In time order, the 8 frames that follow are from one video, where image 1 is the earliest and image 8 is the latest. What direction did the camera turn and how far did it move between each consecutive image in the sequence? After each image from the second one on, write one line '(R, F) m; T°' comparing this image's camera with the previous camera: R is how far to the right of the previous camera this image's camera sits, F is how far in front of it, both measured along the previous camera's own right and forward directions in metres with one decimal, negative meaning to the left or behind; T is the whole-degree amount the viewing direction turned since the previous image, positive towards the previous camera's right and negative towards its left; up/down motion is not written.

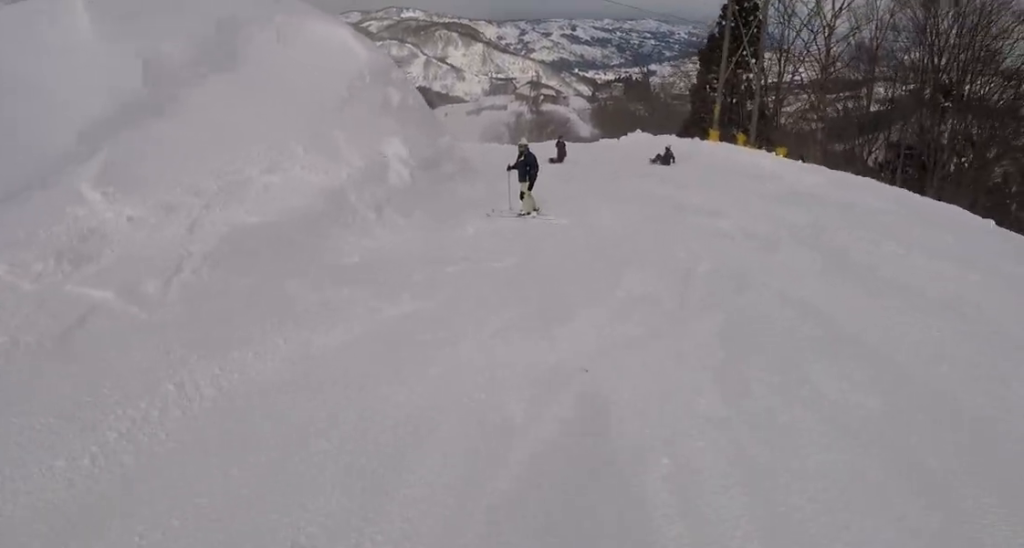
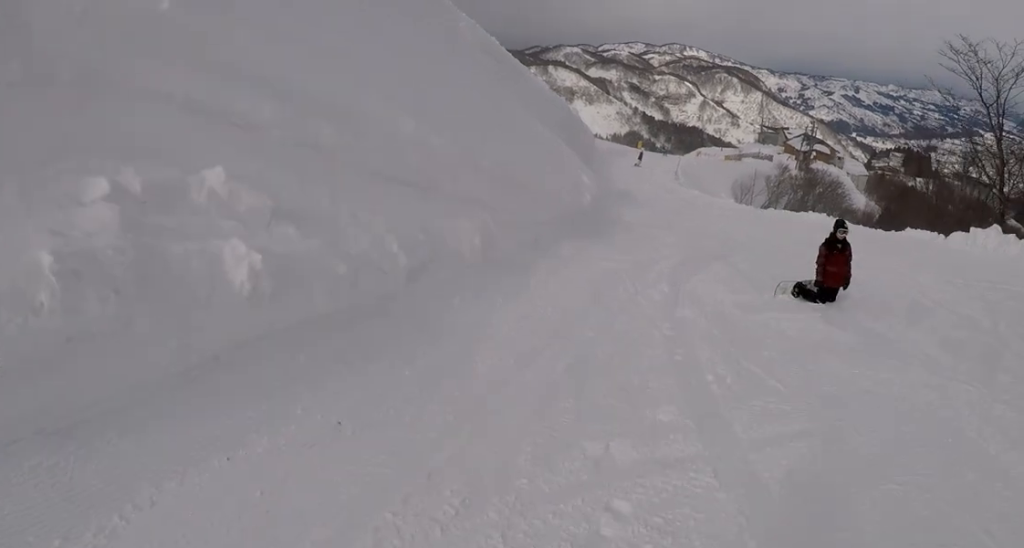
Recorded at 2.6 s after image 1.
(-2.1, +18.6) m; -20°
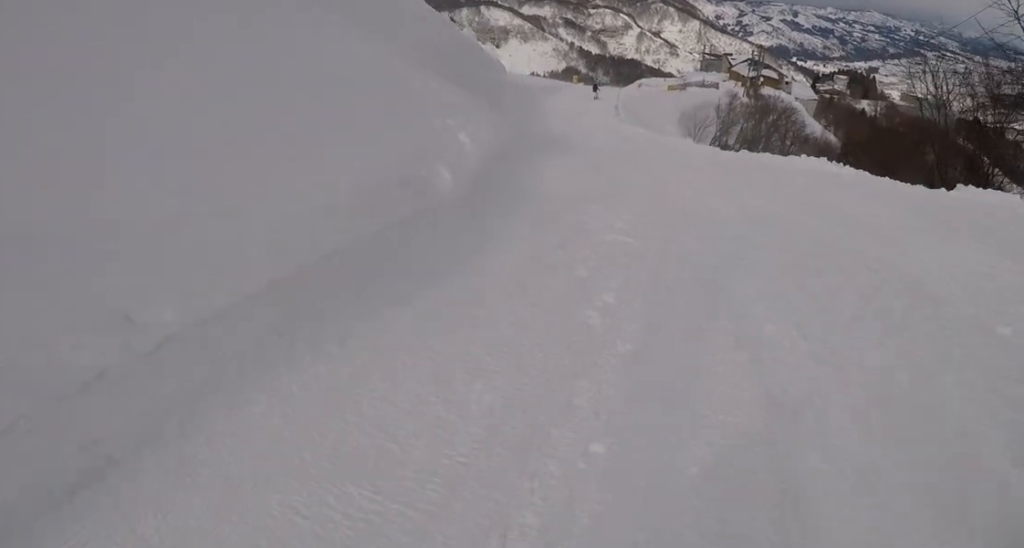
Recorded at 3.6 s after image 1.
(-1.1, +7.5) m; 0°
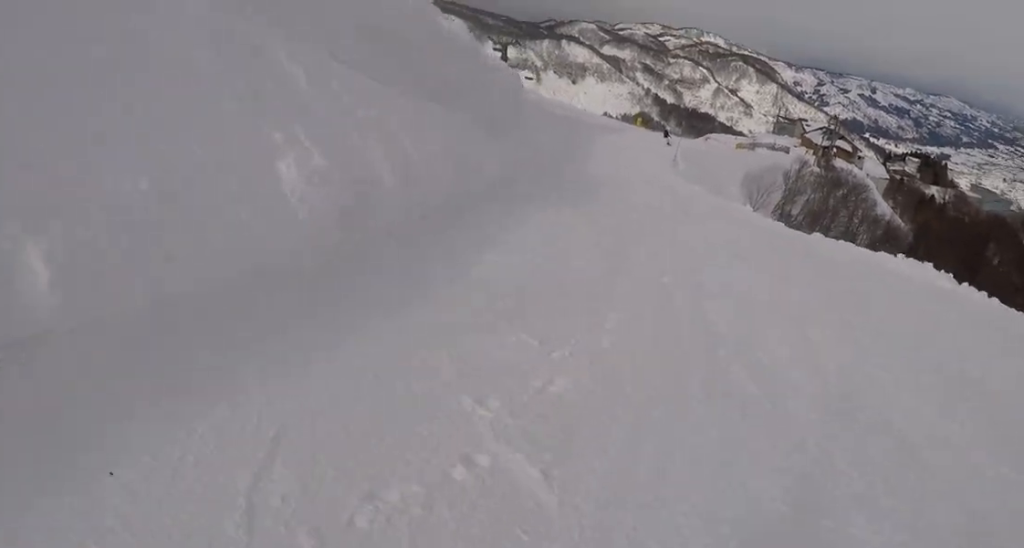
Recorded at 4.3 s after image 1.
(+0.9, +5.6) m; -1°
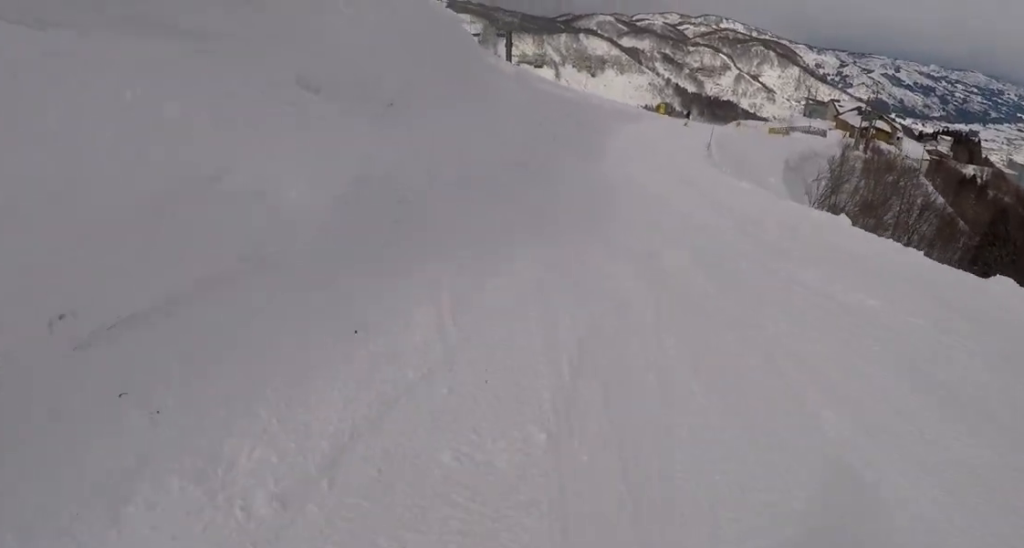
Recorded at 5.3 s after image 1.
(-0.7, +7.9) m; -6°
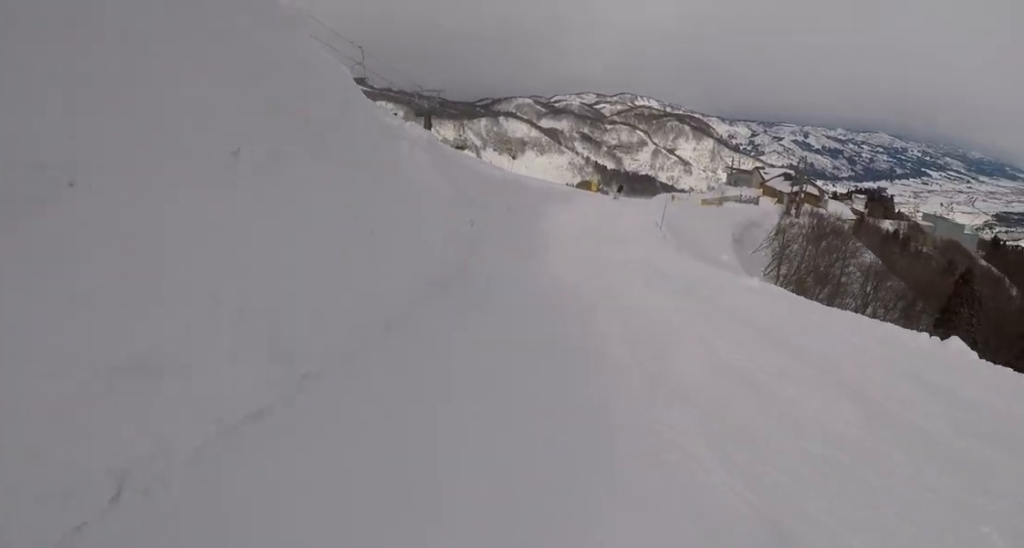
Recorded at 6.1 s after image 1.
(-0.1, +6.4) m; -2°
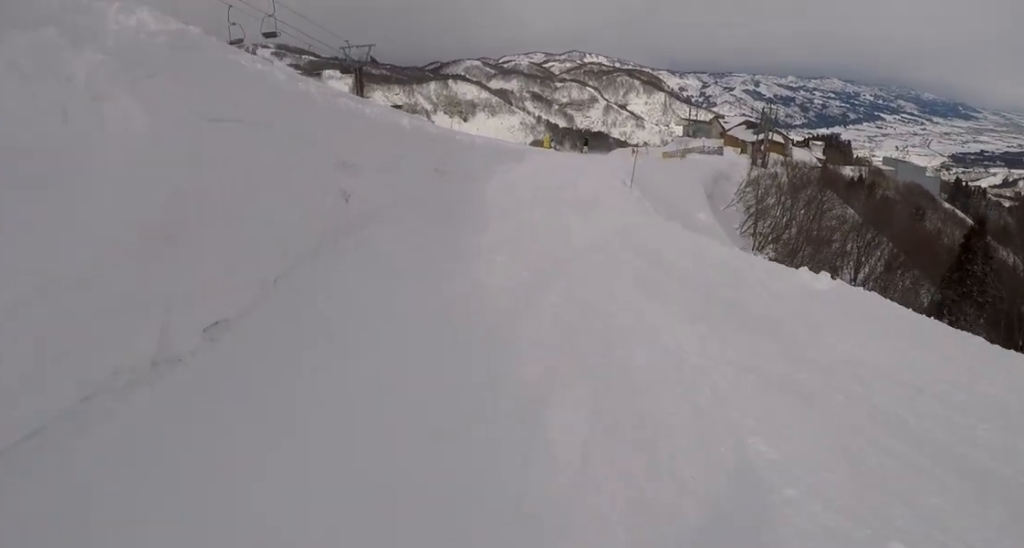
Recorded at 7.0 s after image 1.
(0.0, +6.6) m; 0°
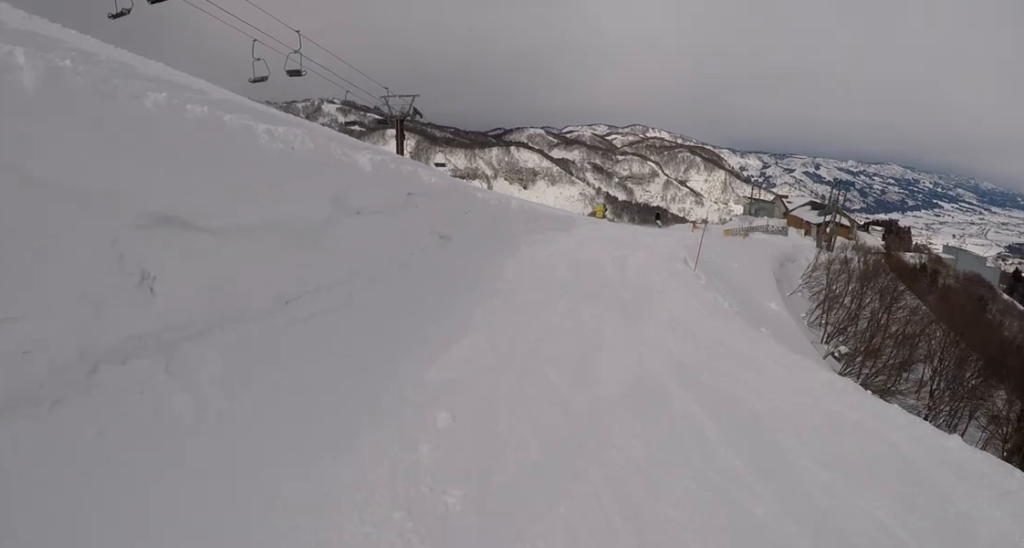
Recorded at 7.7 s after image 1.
(-0.2, +5.4) m; +1°
